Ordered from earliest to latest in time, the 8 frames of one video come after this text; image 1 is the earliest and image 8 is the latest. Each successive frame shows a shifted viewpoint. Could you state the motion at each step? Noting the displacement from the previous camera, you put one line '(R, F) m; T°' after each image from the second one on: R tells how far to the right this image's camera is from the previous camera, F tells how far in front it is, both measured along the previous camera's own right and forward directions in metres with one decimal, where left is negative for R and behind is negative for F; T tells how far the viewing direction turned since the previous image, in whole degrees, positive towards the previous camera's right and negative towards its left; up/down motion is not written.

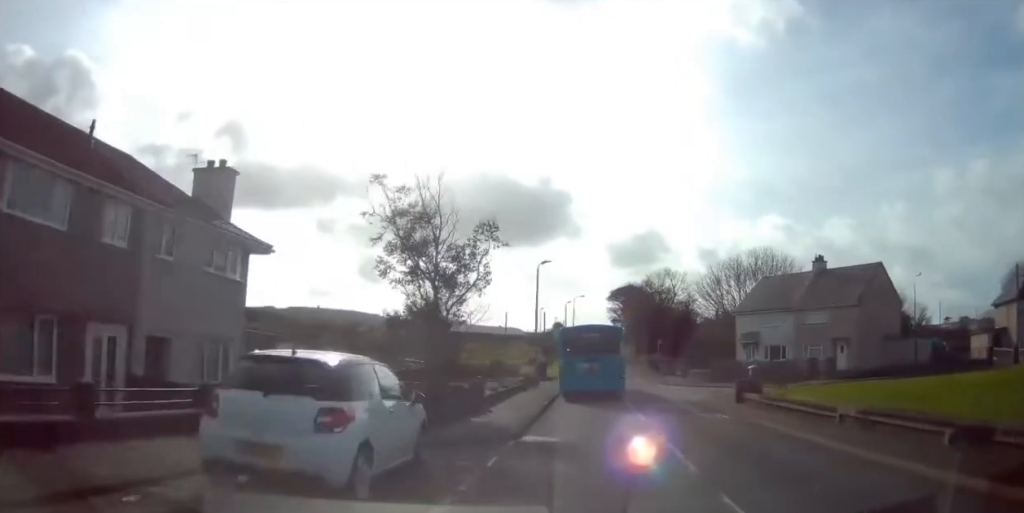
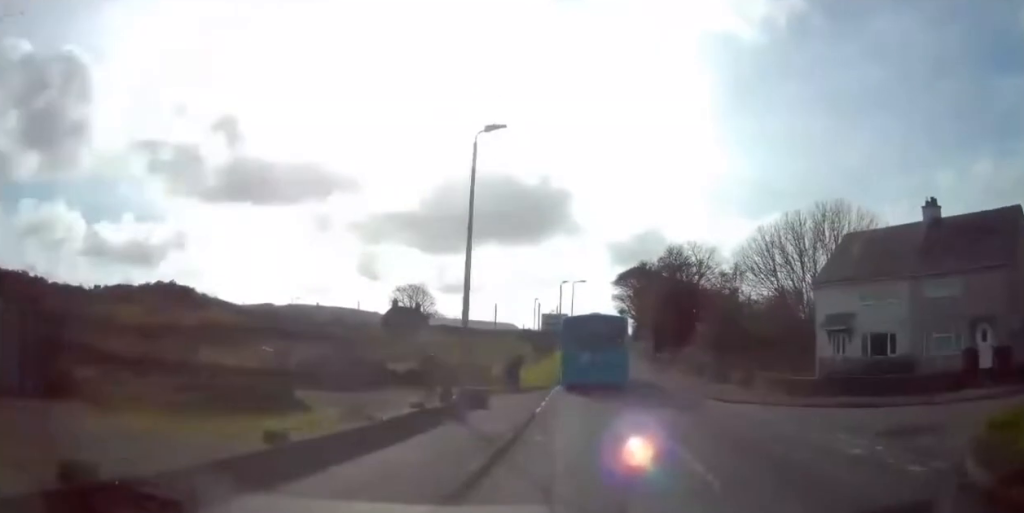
(+1.1, +17.4) m; +5°
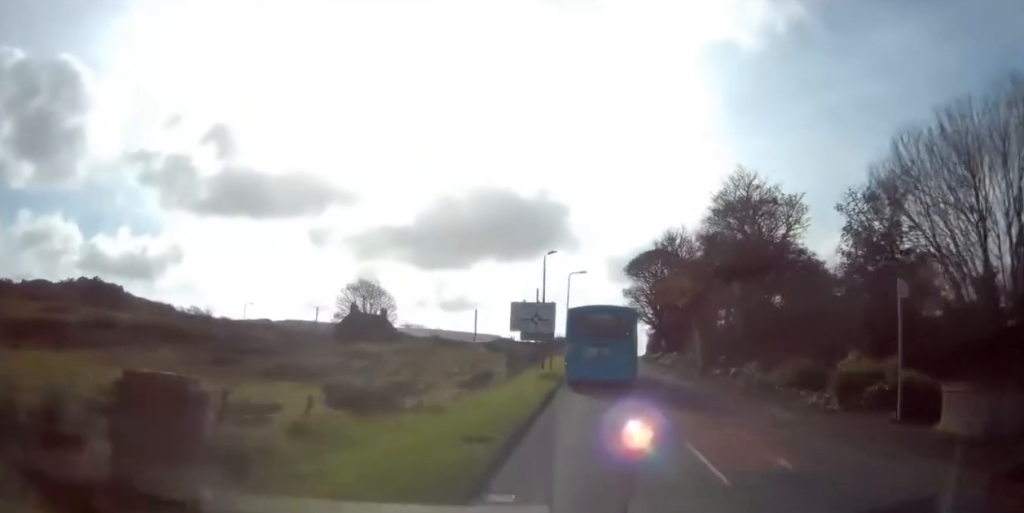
(-3.1, +22.5) m; -21°
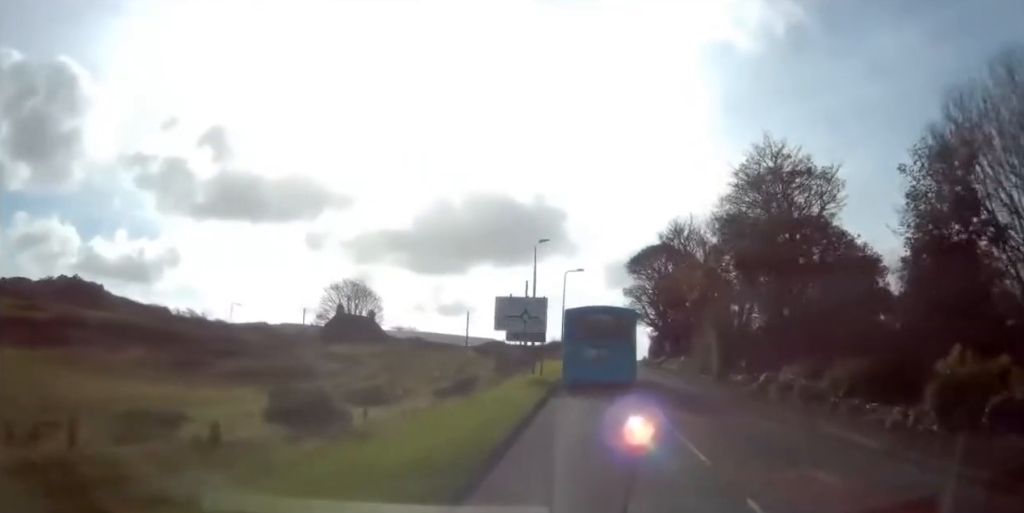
(-0.9, +6.0) m; +4°
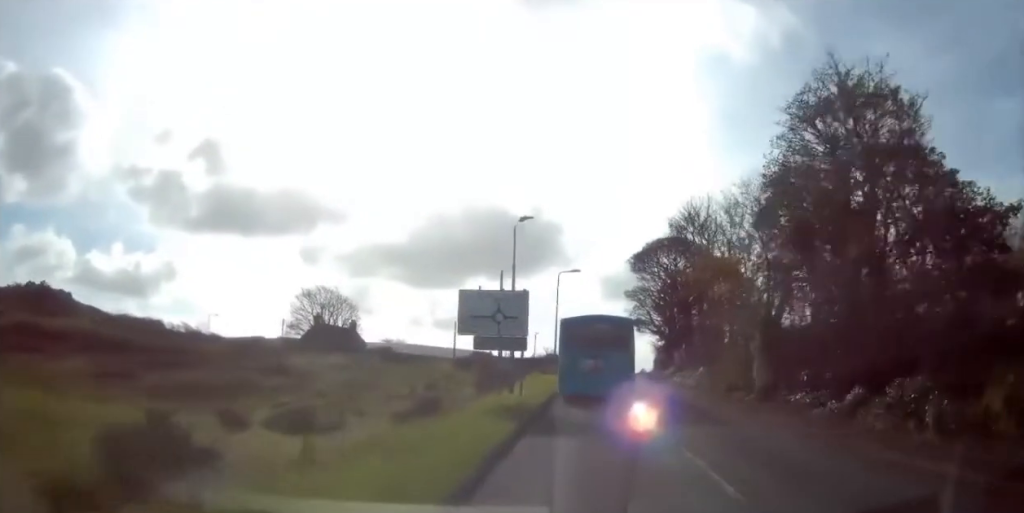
(-0.4, +8.8) m; +6°
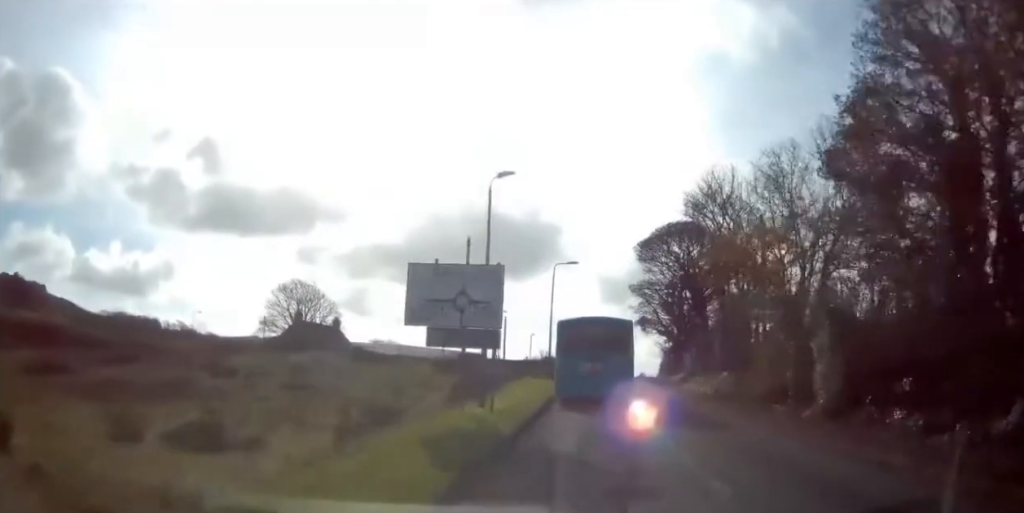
(+2.2, +7.2) m; +4°
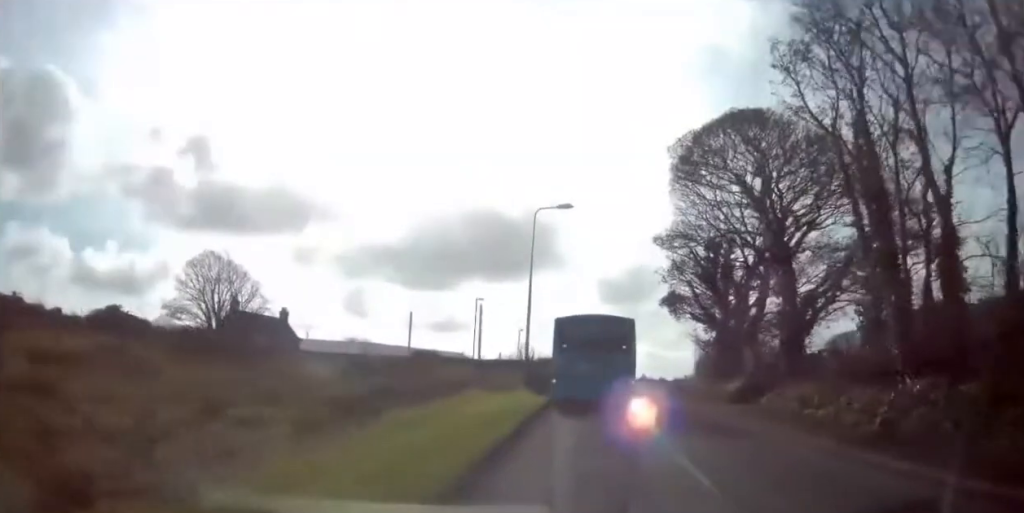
(-1.6, +19.7) m; 0°
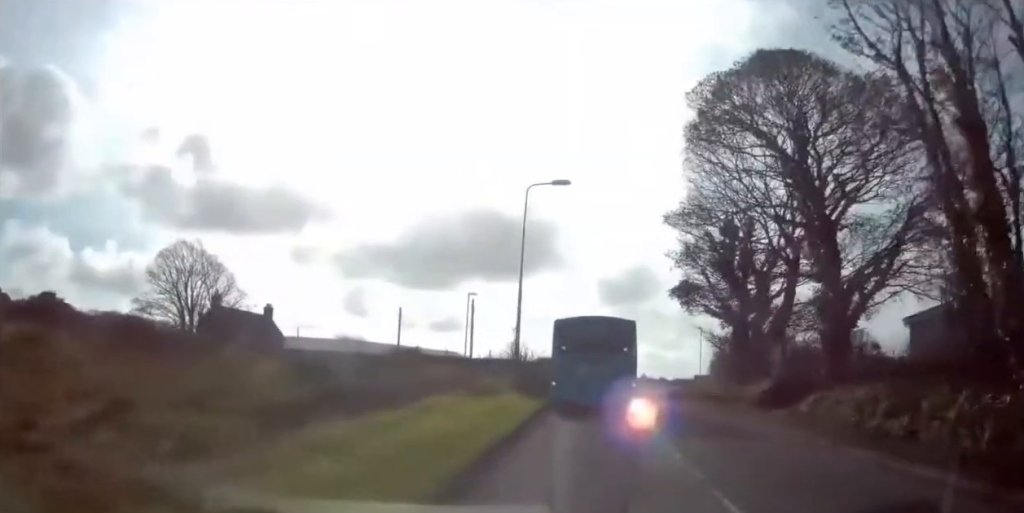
(+0.2, +4.8) m; +3°
